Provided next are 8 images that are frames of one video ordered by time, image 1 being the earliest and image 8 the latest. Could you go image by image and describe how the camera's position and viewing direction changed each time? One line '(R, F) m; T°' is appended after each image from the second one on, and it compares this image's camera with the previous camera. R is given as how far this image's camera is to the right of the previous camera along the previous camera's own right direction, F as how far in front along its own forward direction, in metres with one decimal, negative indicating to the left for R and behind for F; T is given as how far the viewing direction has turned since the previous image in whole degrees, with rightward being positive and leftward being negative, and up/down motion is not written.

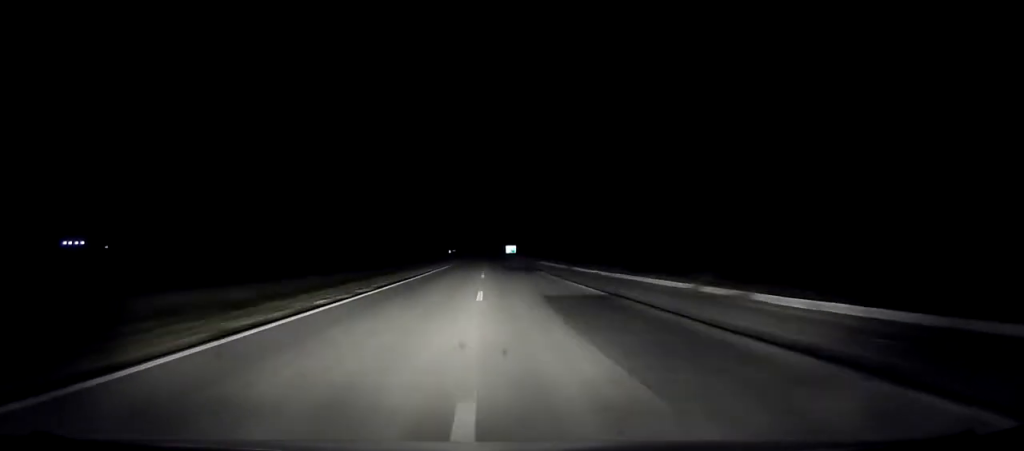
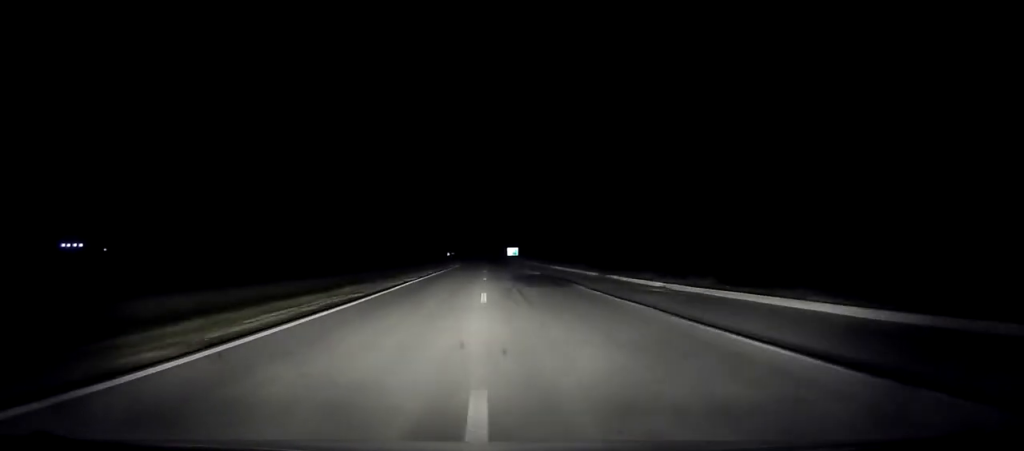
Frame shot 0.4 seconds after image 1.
(0.0, +15.1) m; 0°
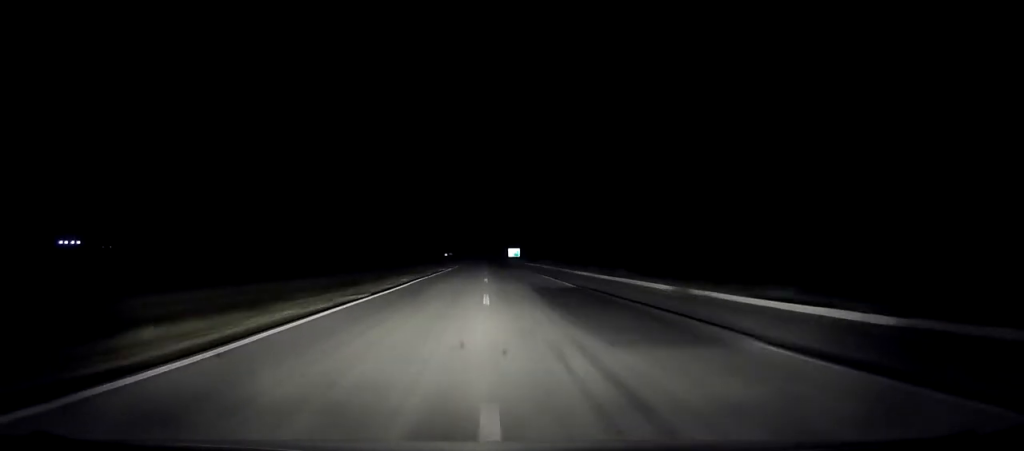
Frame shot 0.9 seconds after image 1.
(0.0, +16.4) m; 0°
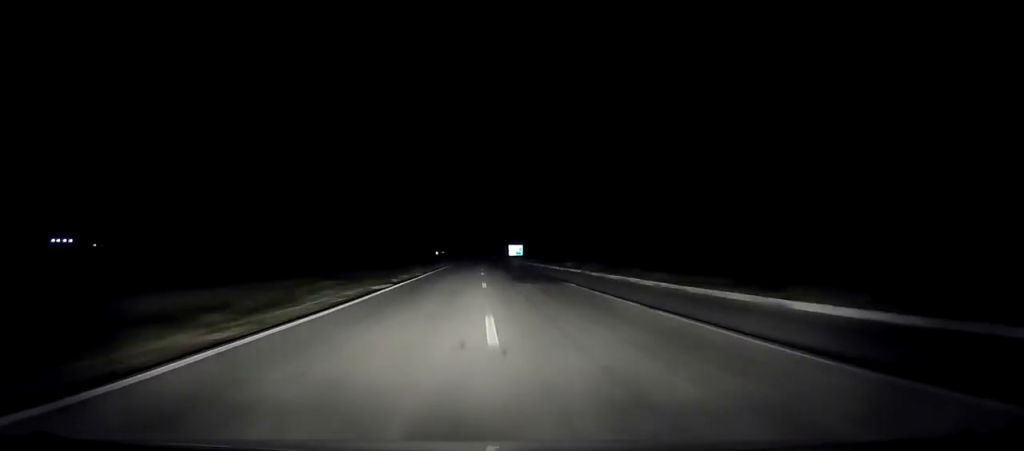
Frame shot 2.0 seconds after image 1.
(+0.1, +39.1) m; 0°
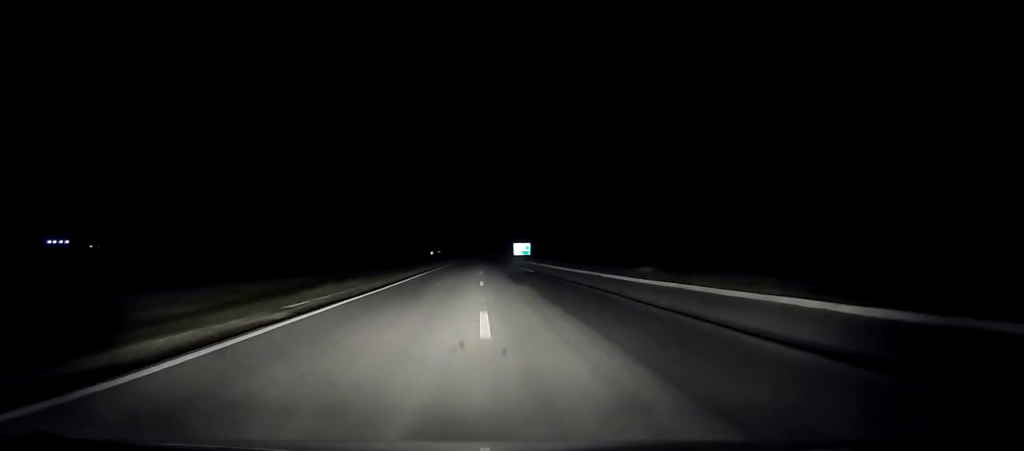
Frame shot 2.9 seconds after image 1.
(0.0, +31.2) m; 0°
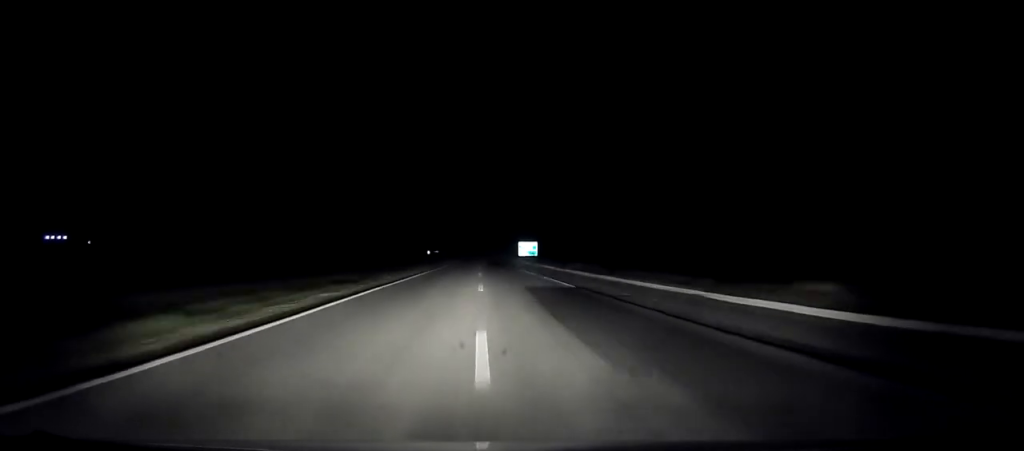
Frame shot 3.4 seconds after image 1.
(-0.1, +19.2) m; 0°
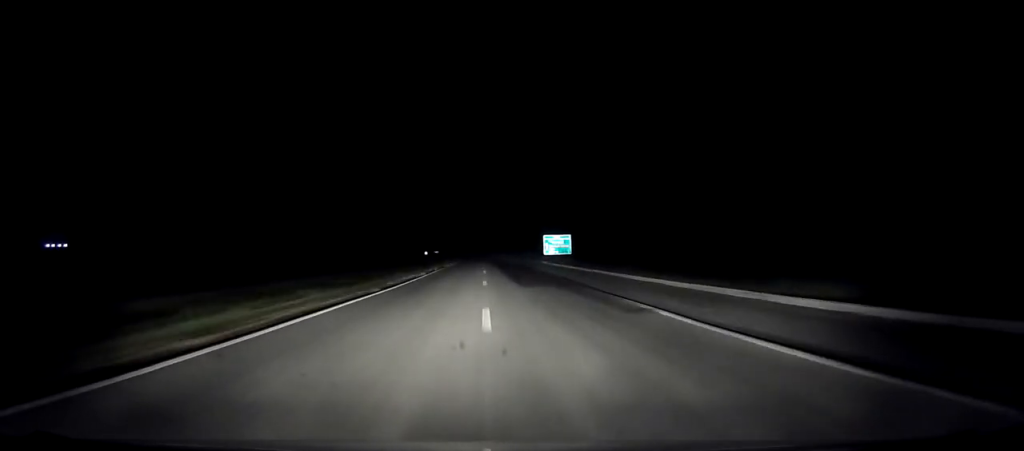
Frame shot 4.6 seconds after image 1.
(+0.1, +43.3) m; 0°
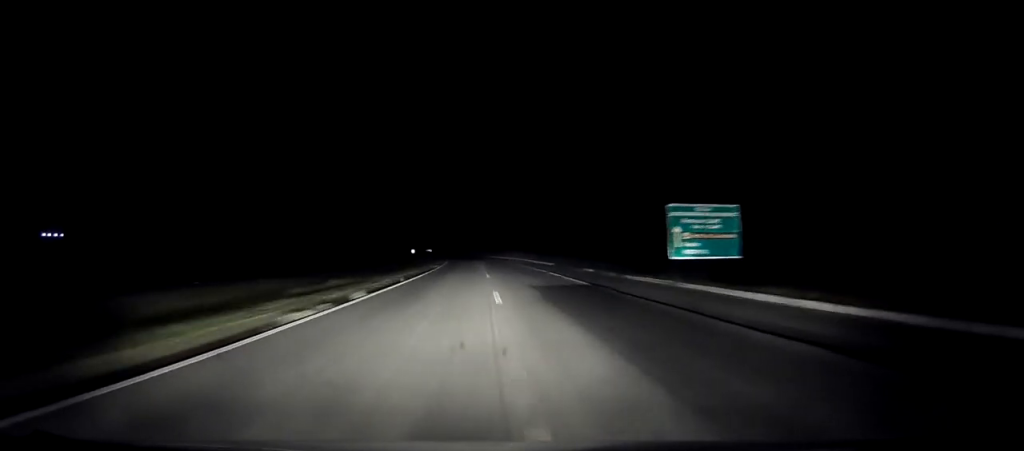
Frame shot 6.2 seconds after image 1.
(-0.6, +58.2) m; -1°
